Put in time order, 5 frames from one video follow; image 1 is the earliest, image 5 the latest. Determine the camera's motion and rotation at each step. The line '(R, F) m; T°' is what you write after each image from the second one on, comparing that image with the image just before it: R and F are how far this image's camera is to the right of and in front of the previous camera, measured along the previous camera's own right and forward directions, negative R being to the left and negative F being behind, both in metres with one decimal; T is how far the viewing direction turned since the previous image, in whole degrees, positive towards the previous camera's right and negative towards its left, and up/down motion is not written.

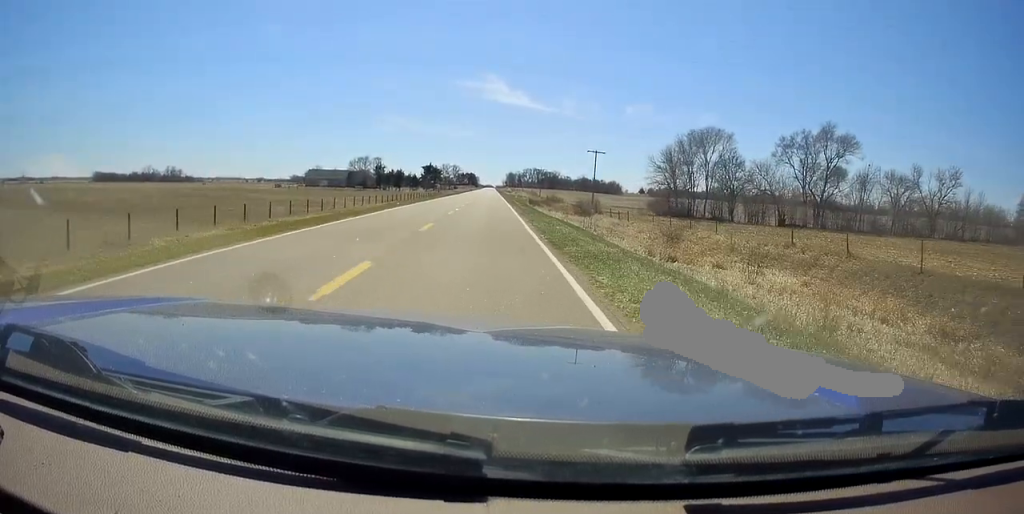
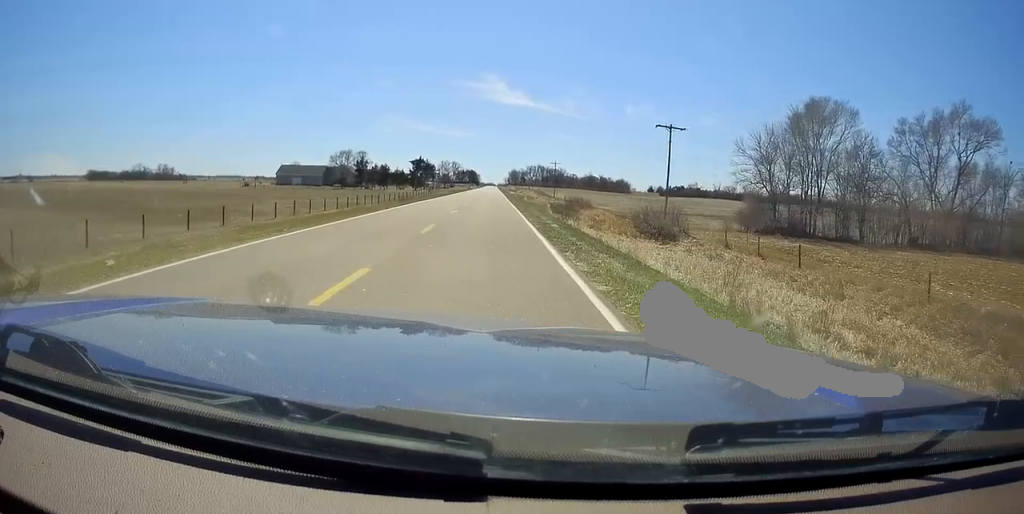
(0.0, +34.2) m; 0°
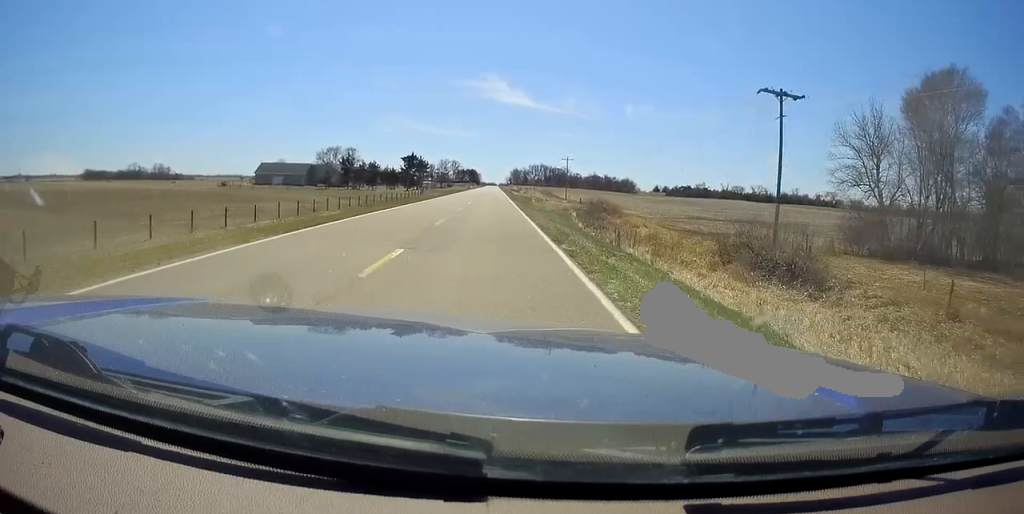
(-0.1, +19.4) m; 0°
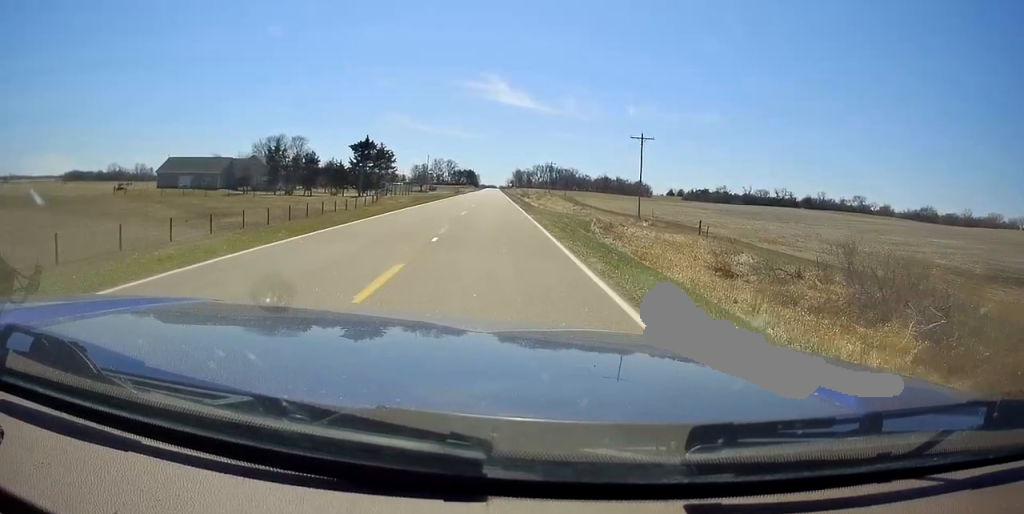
(-0.6, +58.1) m; -1°
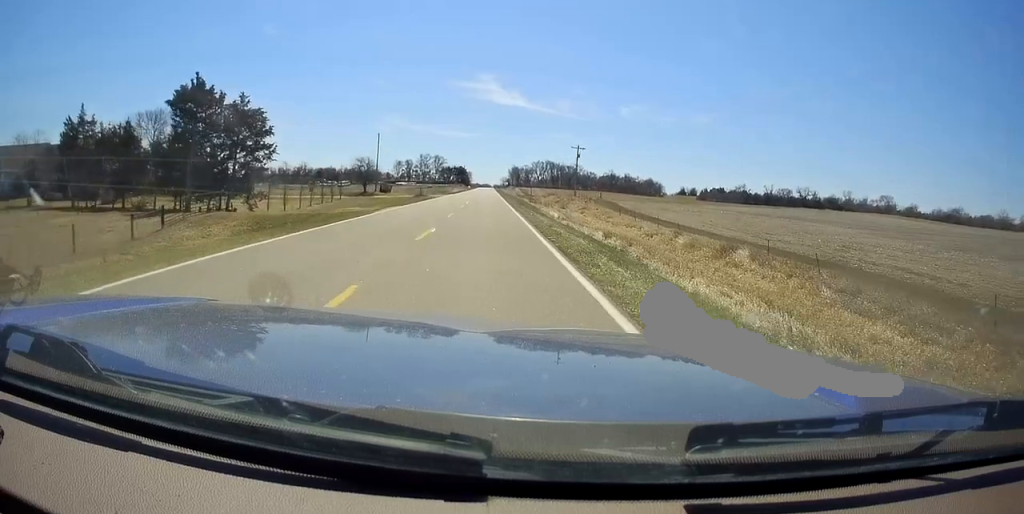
(+1.2, +57.9) m; +1°
